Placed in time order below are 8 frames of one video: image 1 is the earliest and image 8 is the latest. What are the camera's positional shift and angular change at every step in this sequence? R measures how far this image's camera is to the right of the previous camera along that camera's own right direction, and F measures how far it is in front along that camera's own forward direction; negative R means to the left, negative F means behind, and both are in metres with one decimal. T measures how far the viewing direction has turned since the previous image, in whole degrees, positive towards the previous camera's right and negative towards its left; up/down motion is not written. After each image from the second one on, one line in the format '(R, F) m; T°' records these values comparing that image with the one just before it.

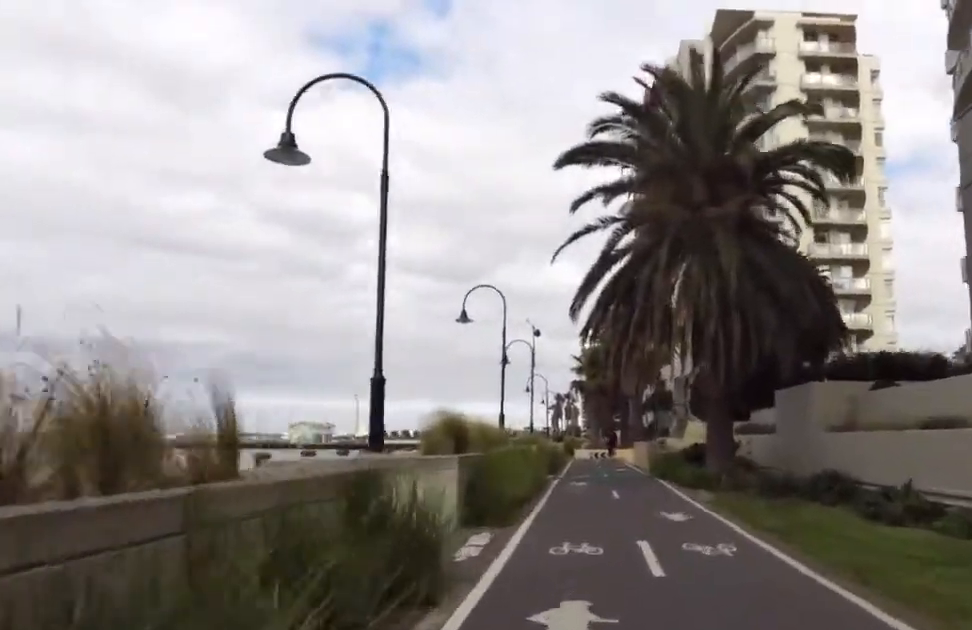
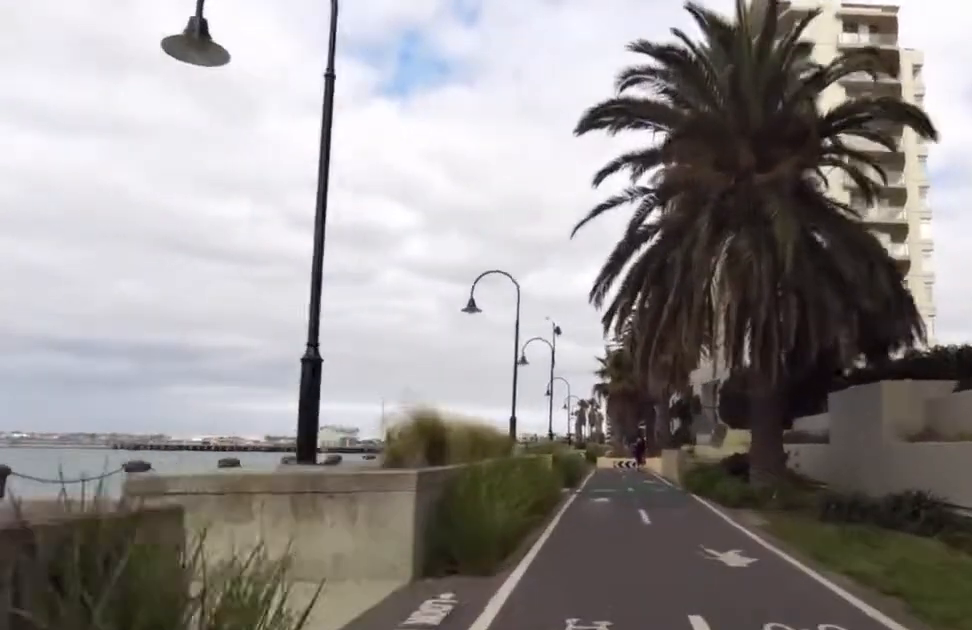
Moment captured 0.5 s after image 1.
(+0.1, +2.9) m; 0°
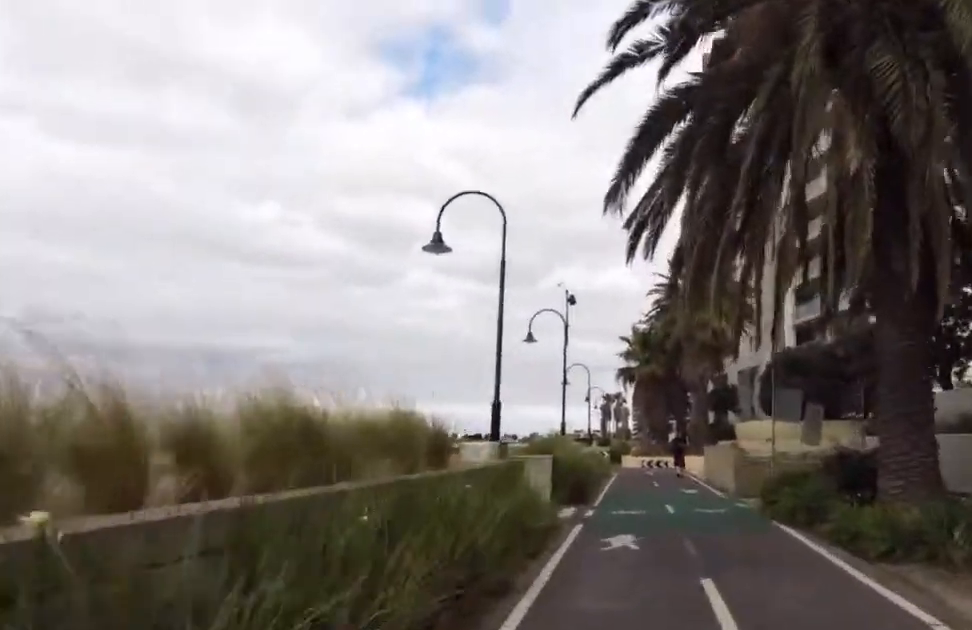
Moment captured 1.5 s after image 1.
(-0.5, +6.5) m; +3°
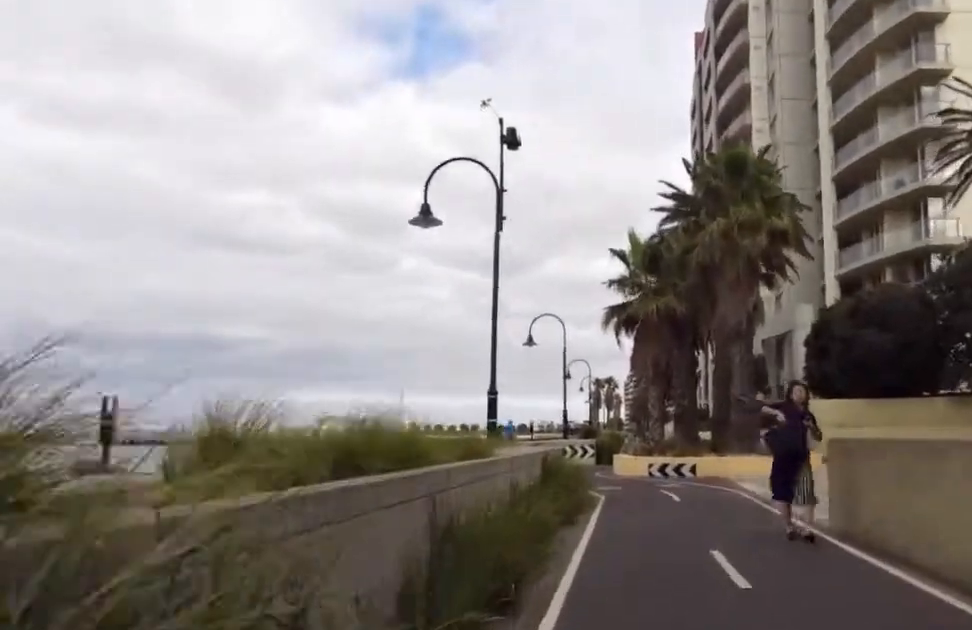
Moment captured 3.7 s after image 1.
(+1.2, +13.9) m; -3°
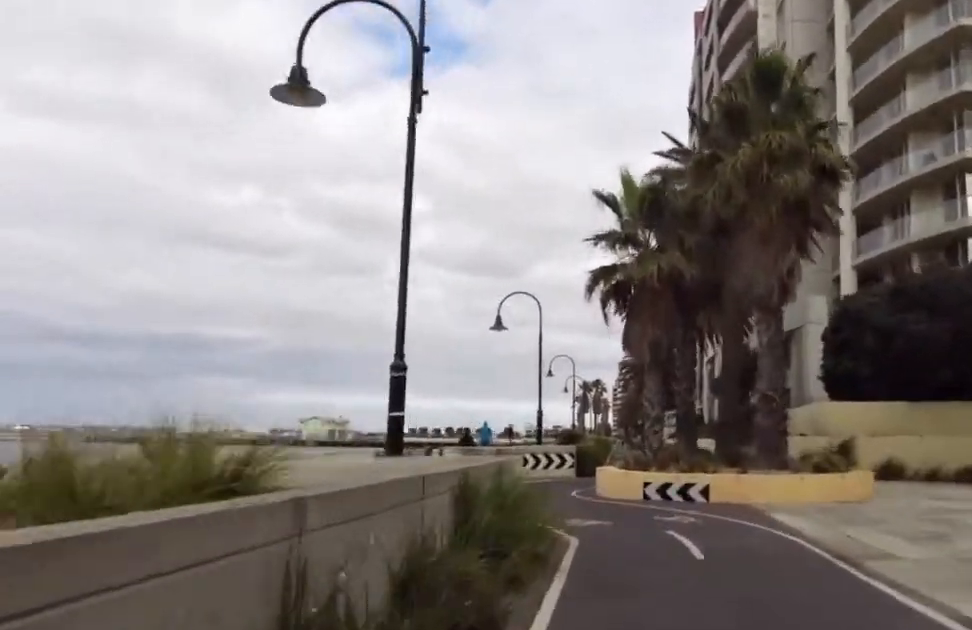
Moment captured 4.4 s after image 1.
(-0.7, +4.9) m; -1°
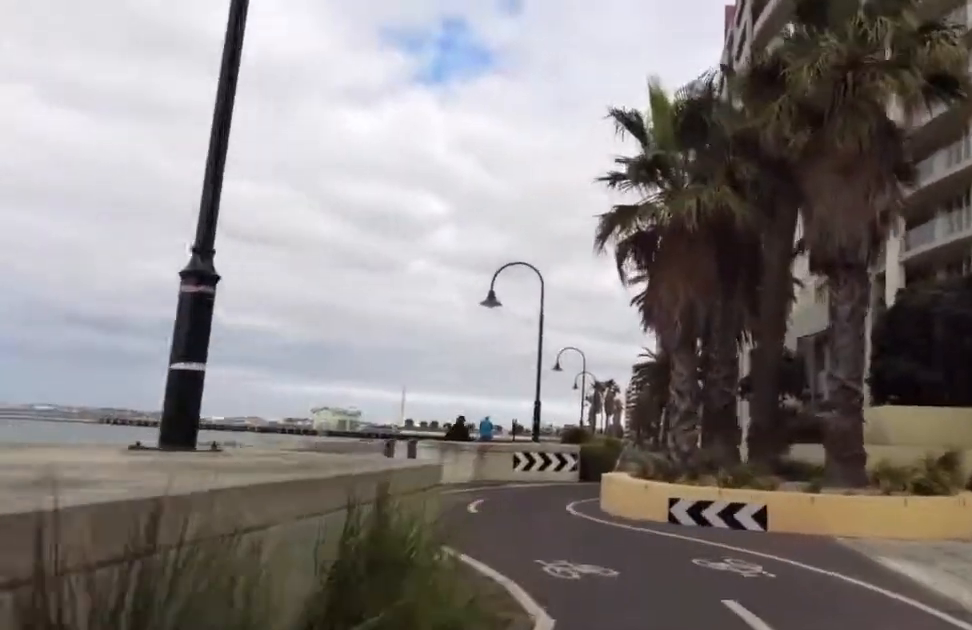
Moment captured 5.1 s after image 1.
(+1.0, +4.0) m; 0°
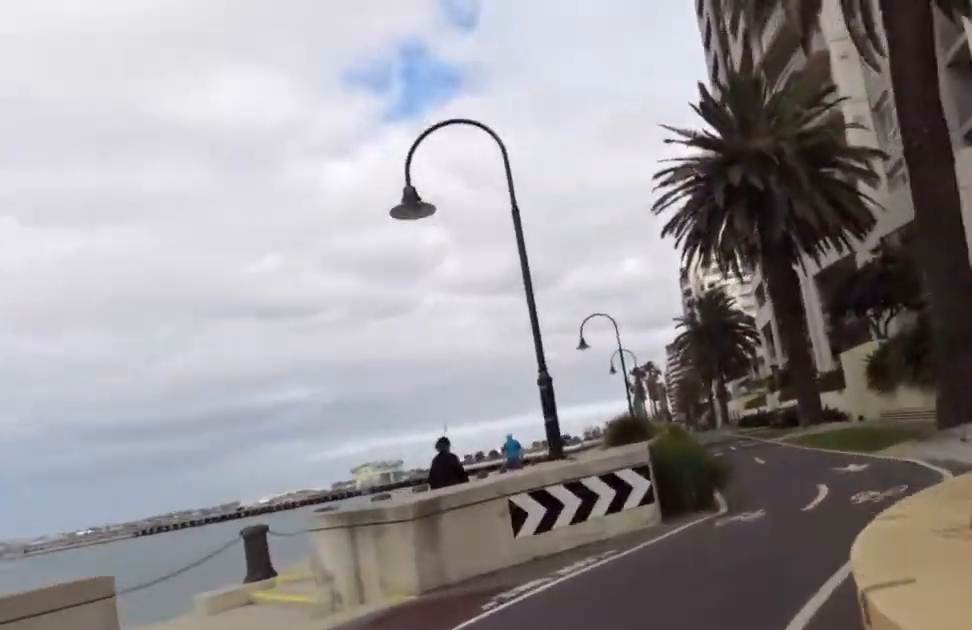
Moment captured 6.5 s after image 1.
(-0.9, +9.3) m; +4°
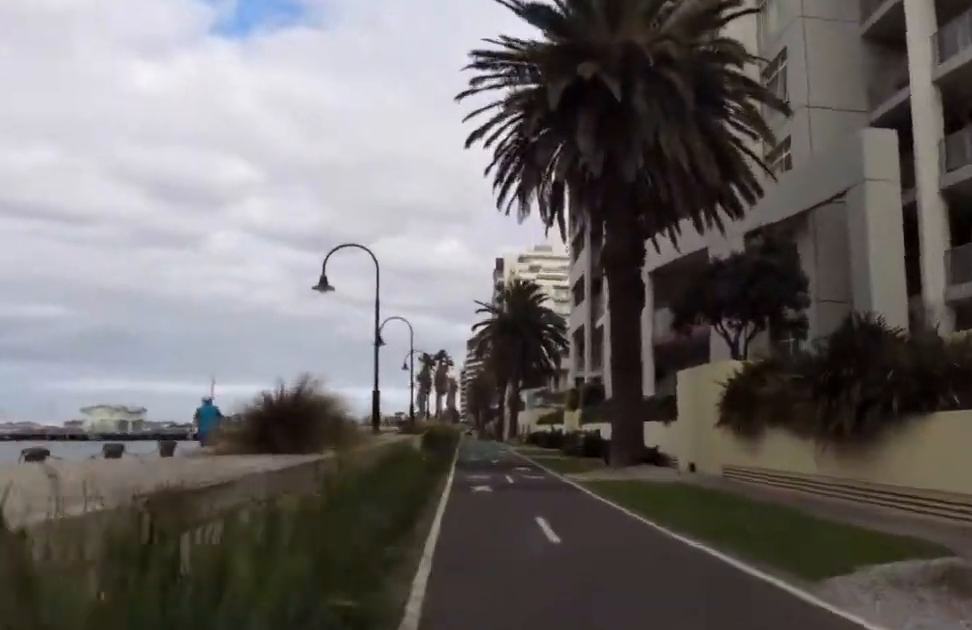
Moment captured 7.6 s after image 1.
(+1.3, +7.5) m; +3°
